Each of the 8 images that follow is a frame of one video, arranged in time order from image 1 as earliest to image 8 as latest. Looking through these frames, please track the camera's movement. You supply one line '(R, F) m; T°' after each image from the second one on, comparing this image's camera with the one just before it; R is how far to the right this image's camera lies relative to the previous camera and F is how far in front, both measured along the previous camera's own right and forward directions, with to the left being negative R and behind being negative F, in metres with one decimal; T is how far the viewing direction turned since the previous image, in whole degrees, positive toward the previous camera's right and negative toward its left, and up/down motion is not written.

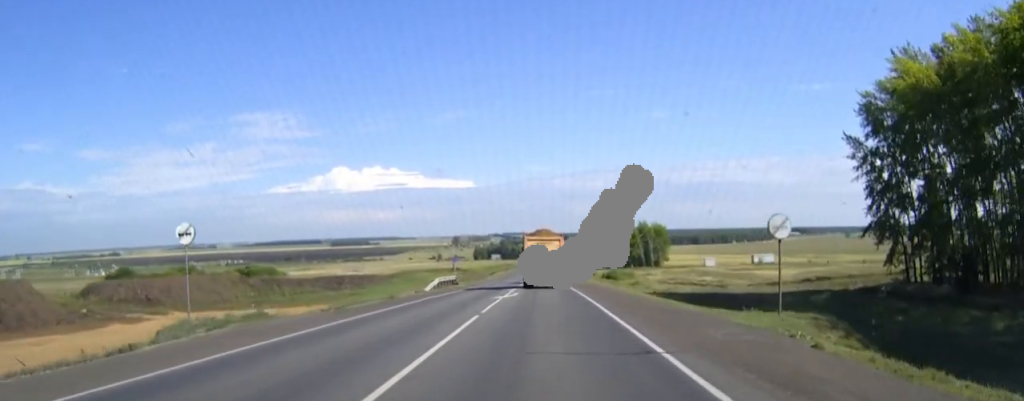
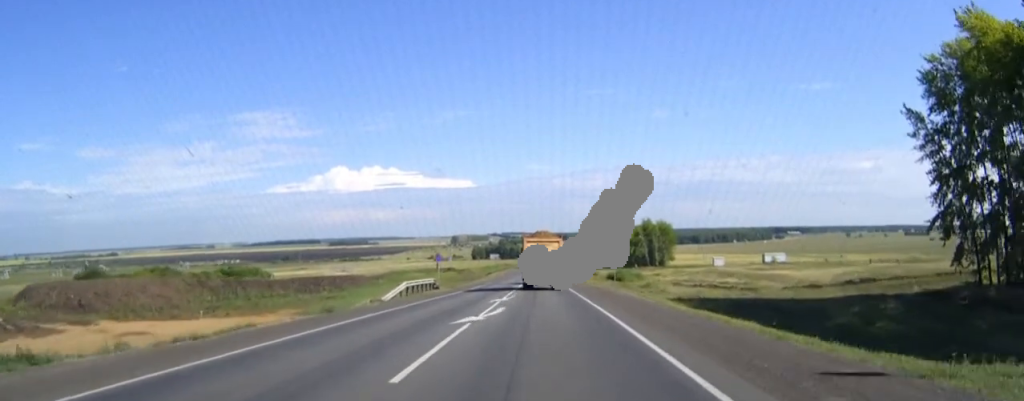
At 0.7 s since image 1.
(0.0, +12.6) m; 0°
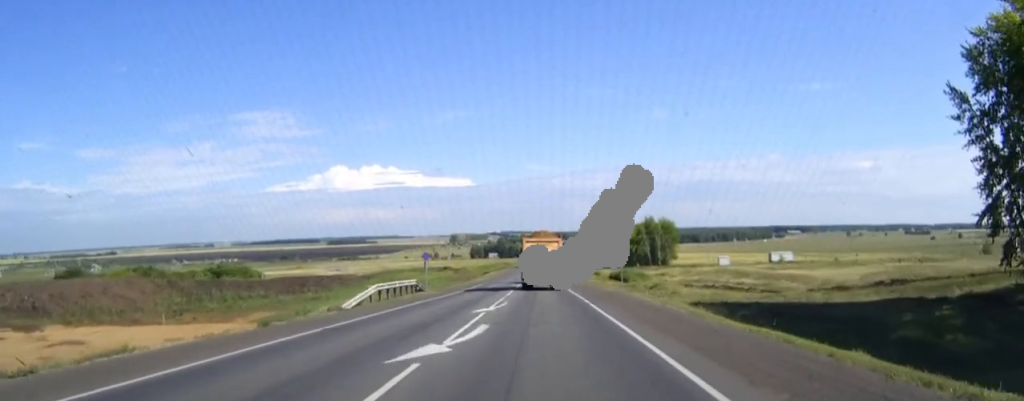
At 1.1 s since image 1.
(0.0, +7.2) m; 0°
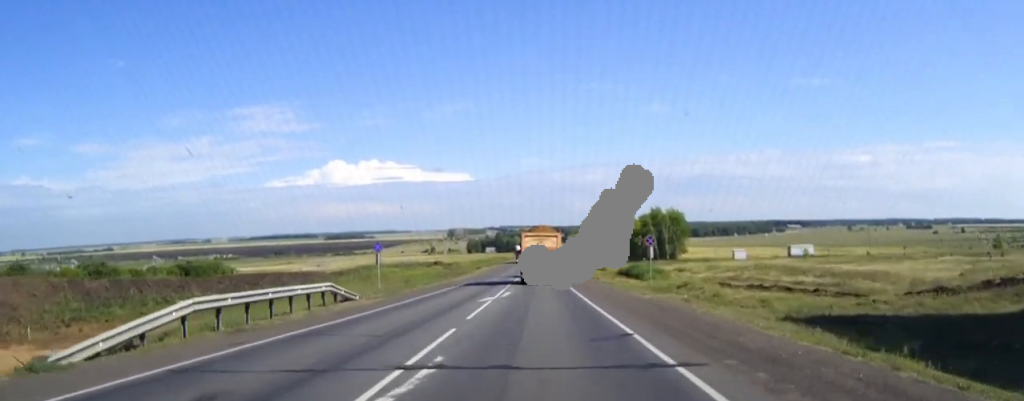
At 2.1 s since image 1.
(+0.1, +18.5) m; 0°
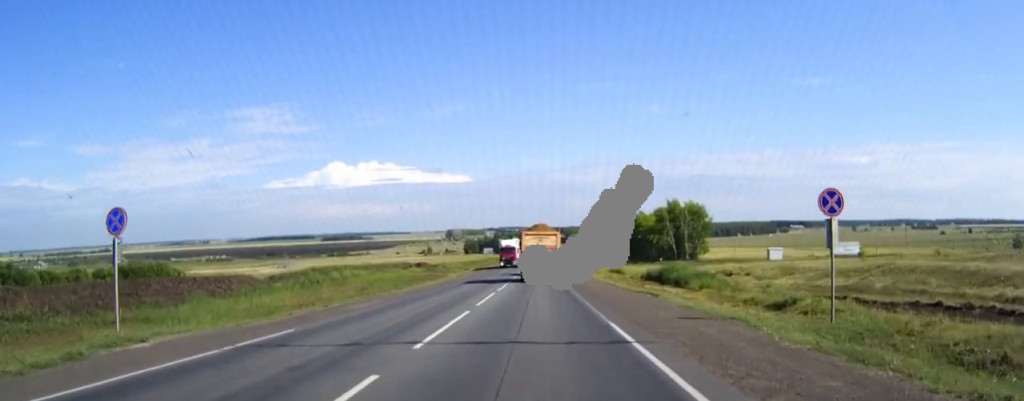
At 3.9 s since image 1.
(0.0, +30.6) m; 0°
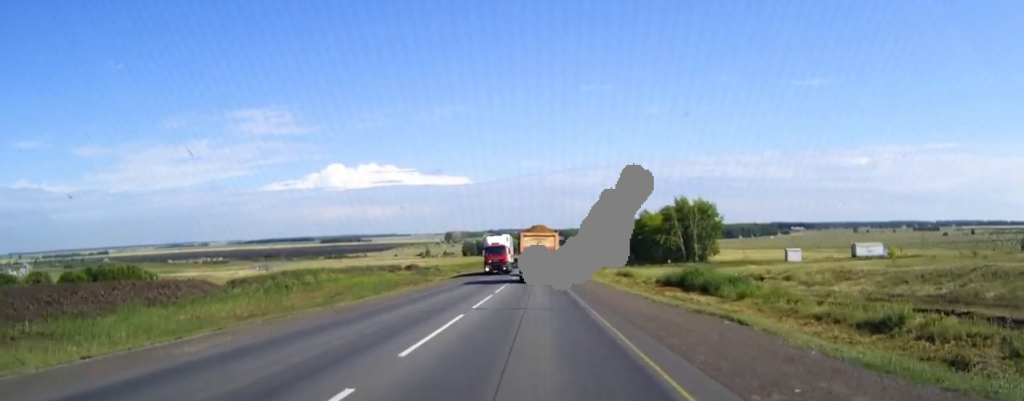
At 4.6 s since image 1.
(0.0, +12.8) m; 0°
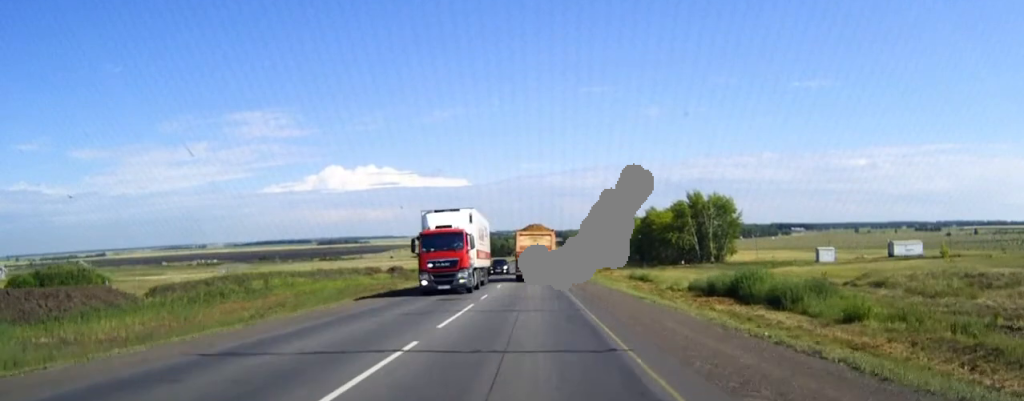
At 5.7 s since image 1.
(0.0, +18.7) m; 0°
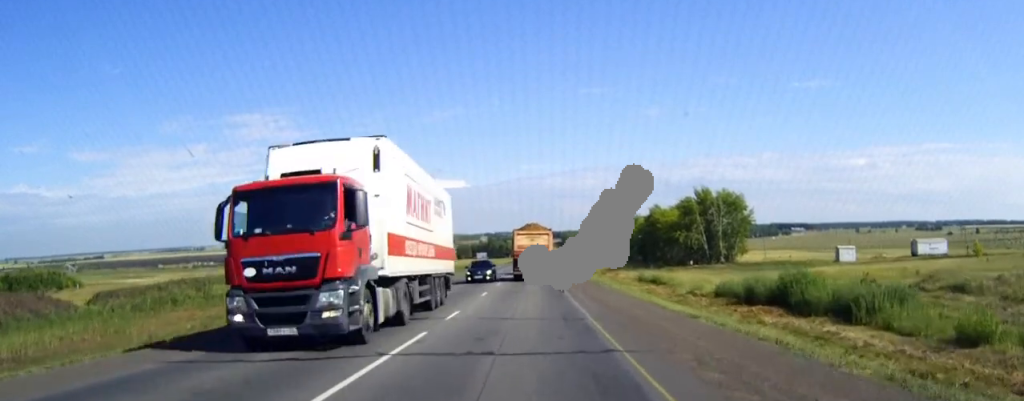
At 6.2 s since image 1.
(0.0, +10.0) m; 0°
